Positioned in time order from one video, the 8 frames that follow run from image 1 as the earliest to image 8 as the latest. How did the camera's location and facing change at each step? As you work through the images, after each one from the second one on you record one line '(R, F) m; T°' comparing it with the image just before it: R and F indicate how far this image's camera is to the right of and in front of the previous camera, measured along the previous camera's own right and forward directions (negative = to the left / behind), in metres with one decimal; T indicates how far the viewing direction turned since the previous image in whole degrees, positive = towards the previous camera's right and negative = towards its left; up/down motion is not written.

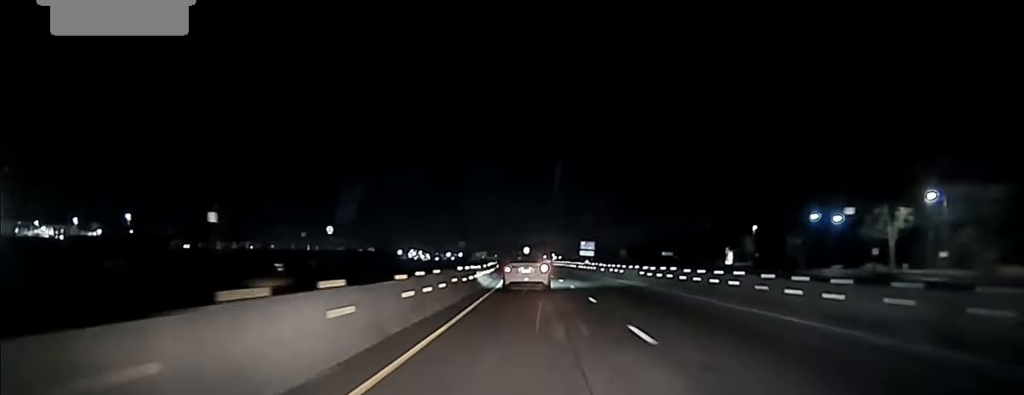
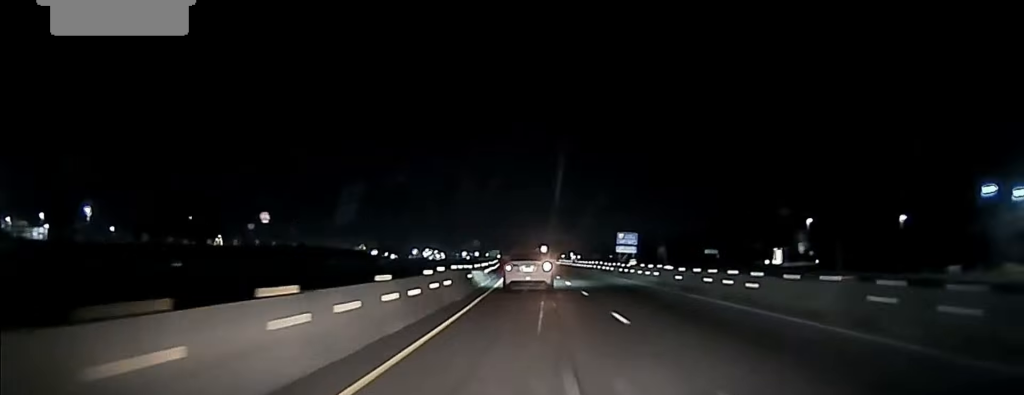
(-0.2, +28.5) m; -1°
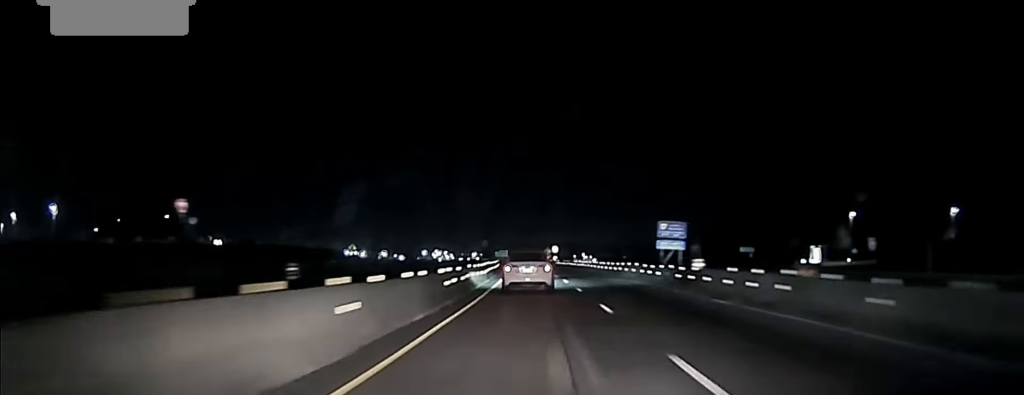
(-0.3, +20.3) m; 0°
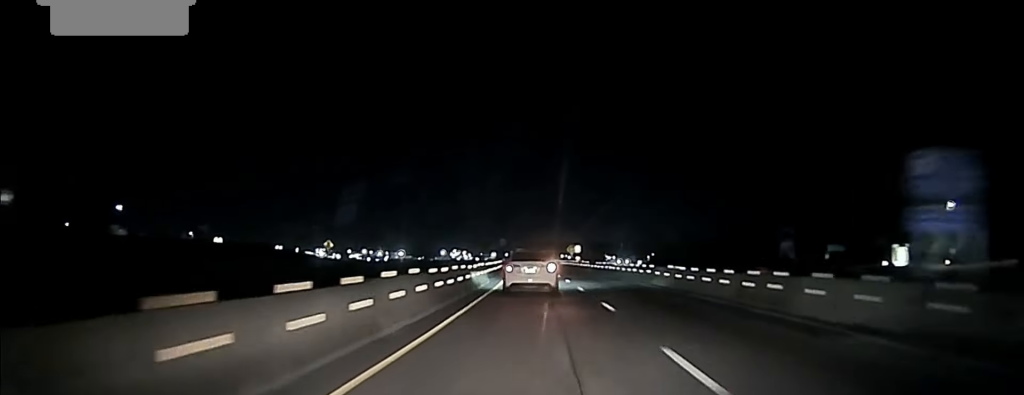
(-0.2, +34.7) m; -1°
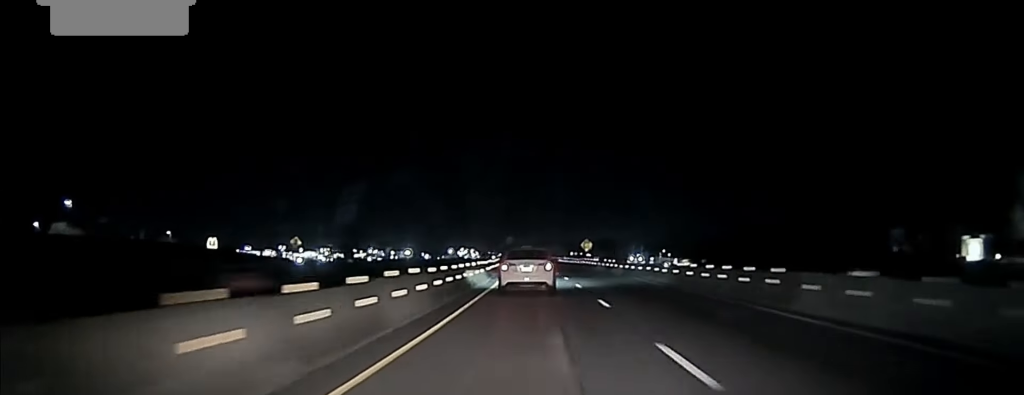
(+0.1, +24.5) m; -1°
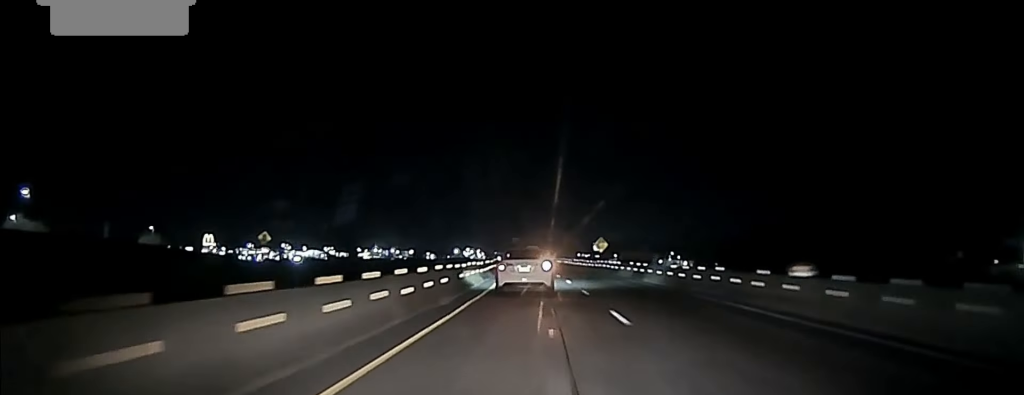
(-0.2, +19.5) m; -1°
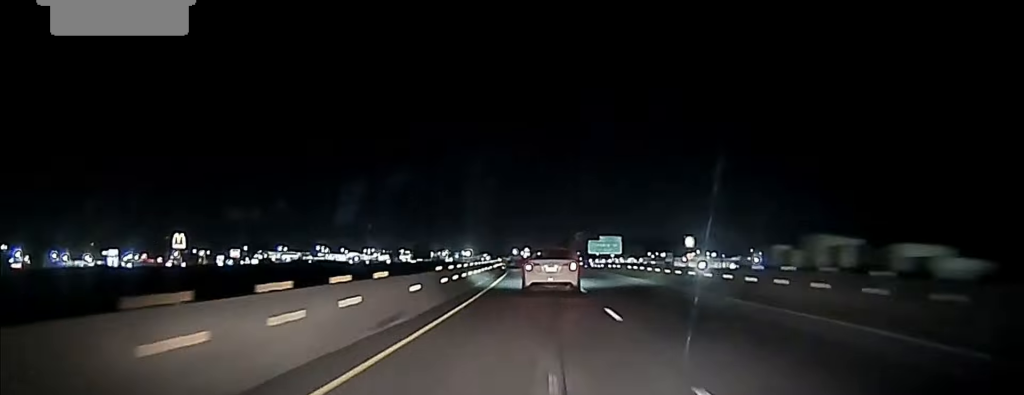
(-5.1, +130.8) m; -4°
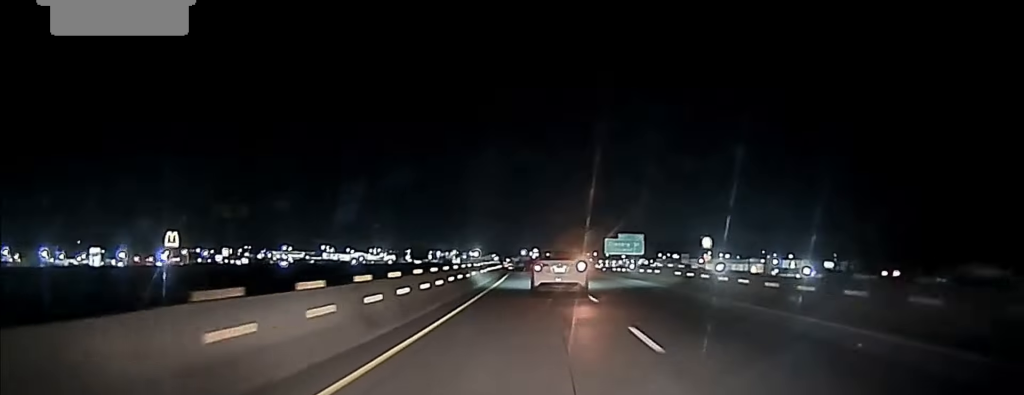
(-0.1, +16.6) m; -1°
